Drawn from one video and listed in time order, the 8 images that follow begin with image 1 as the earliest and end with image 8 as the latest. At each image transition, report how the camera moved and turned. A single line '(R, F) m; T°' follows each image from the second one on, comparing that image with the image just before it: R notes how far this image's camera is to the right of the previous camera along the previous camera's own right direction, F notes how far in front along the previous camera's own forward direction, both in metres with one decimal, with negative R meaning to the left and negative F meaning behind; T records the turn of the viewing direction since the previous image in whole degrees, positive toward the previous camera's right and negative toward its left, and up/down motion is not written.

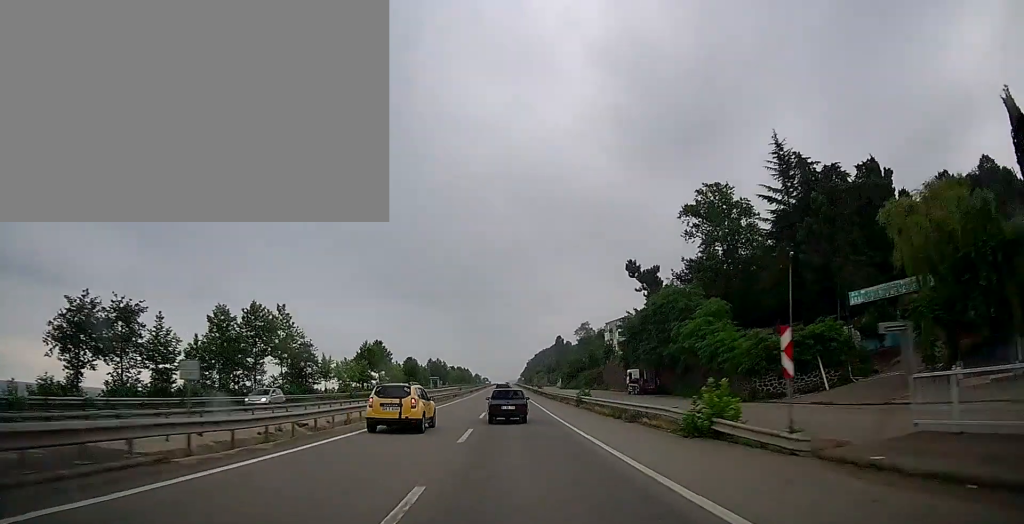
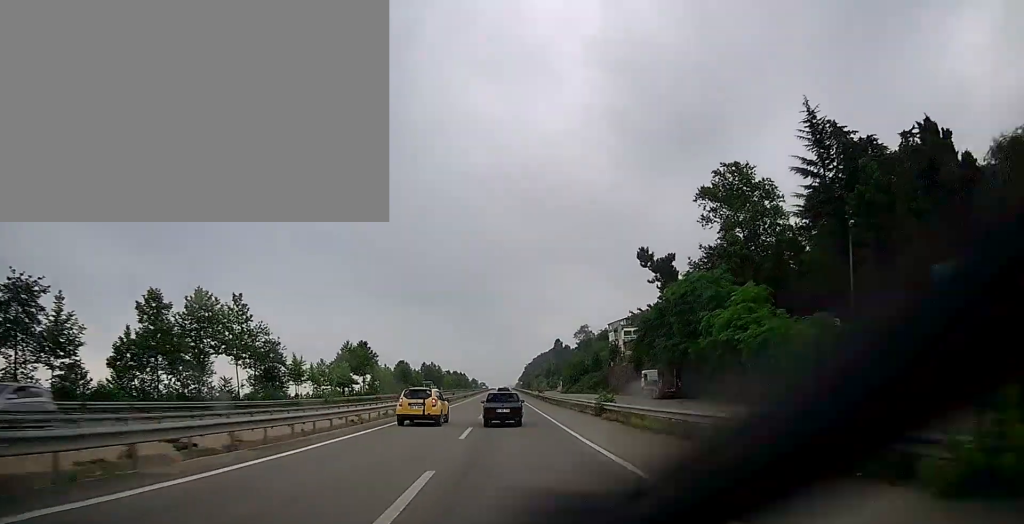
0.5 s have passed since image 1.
(+0.1, +9.7) m; 0°
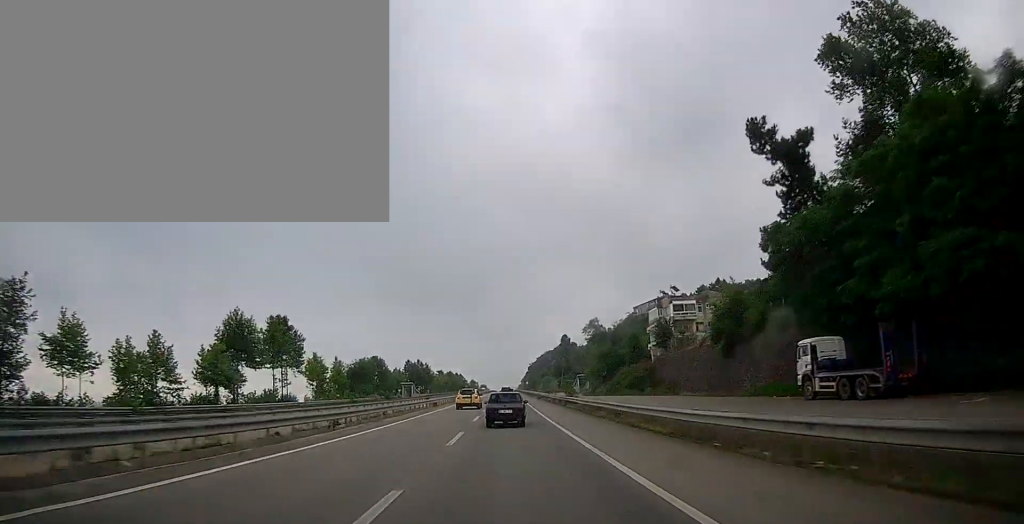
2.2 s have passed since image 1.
(-0.1, +37.3) m; 0°
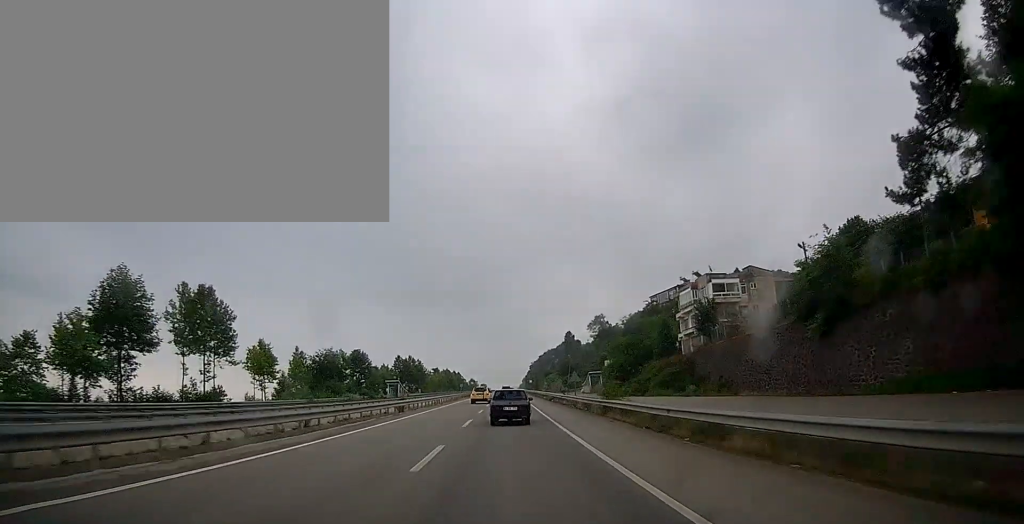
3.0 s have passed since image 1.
(+0.4, +17.3) m; 0°
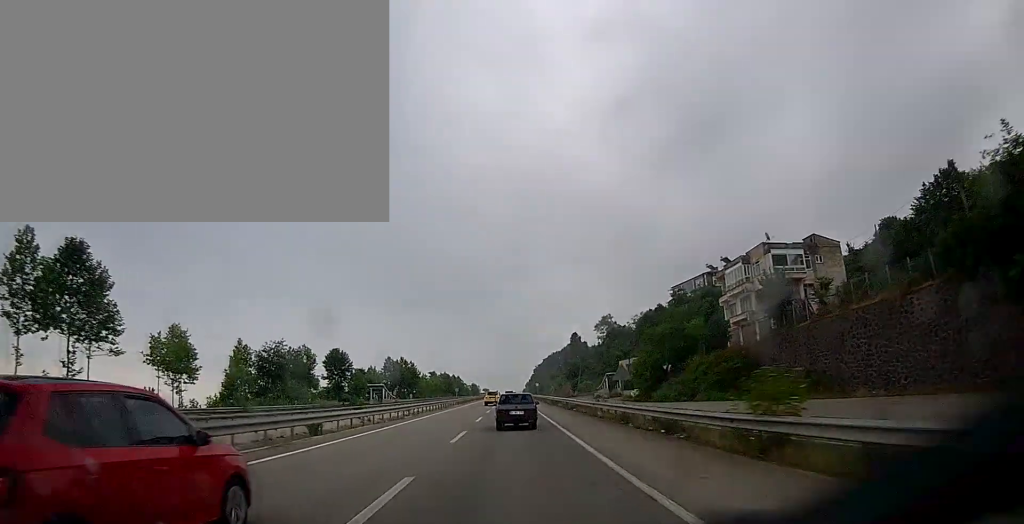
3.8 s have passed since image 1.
(-0.2, +16.8) m; -1°
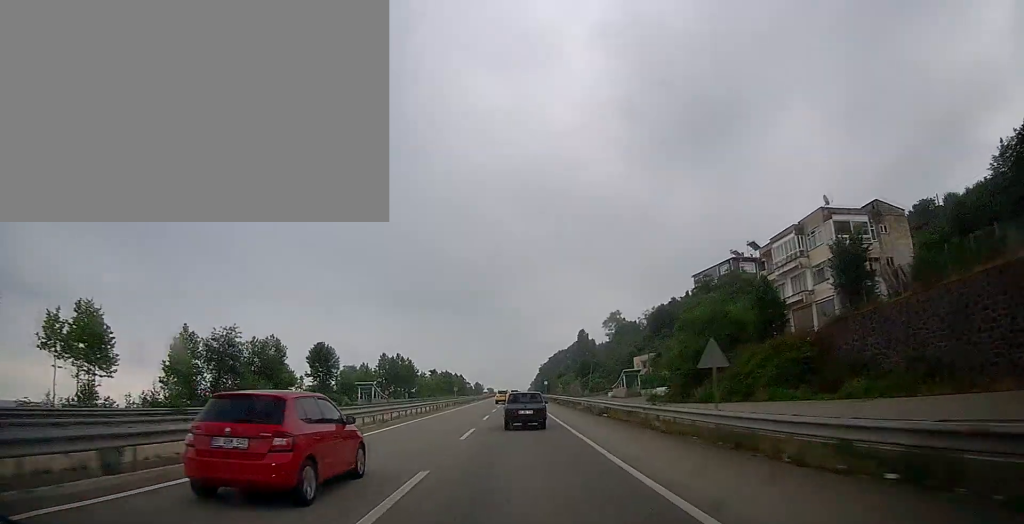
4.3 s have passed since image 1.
(-0.1, +11.1) m; -1°
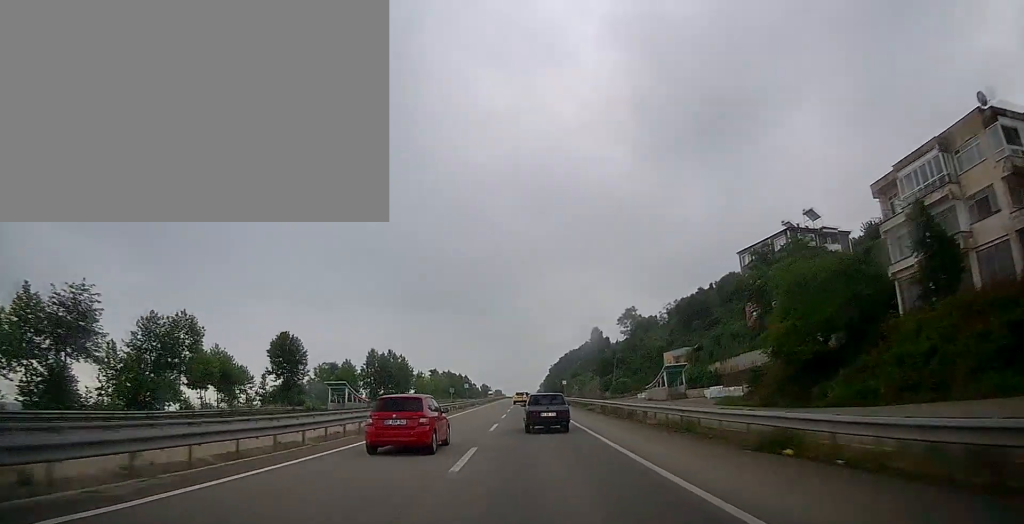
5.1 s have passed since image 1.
(-0.3, +18.7) m; 0°
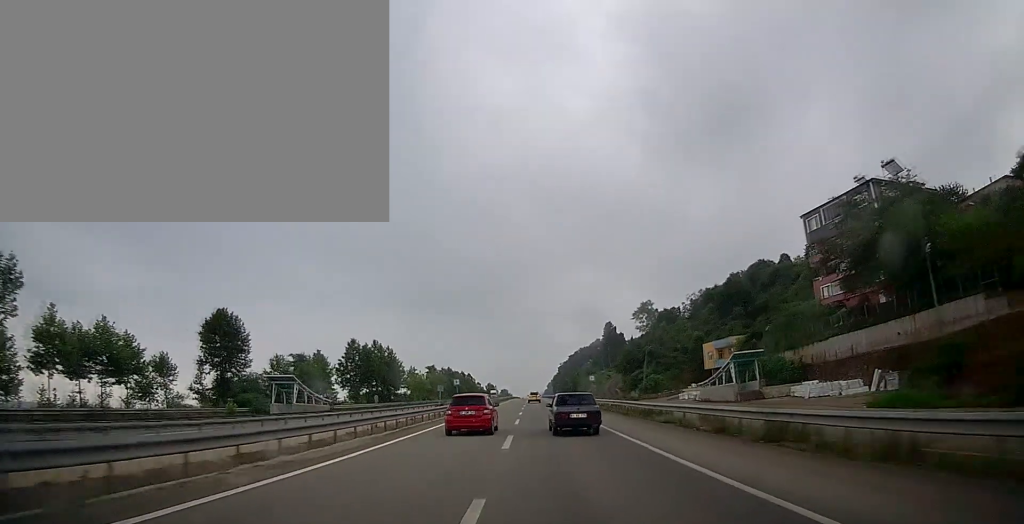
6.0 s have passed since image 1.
(+0.3, +19.2) m; 0°
